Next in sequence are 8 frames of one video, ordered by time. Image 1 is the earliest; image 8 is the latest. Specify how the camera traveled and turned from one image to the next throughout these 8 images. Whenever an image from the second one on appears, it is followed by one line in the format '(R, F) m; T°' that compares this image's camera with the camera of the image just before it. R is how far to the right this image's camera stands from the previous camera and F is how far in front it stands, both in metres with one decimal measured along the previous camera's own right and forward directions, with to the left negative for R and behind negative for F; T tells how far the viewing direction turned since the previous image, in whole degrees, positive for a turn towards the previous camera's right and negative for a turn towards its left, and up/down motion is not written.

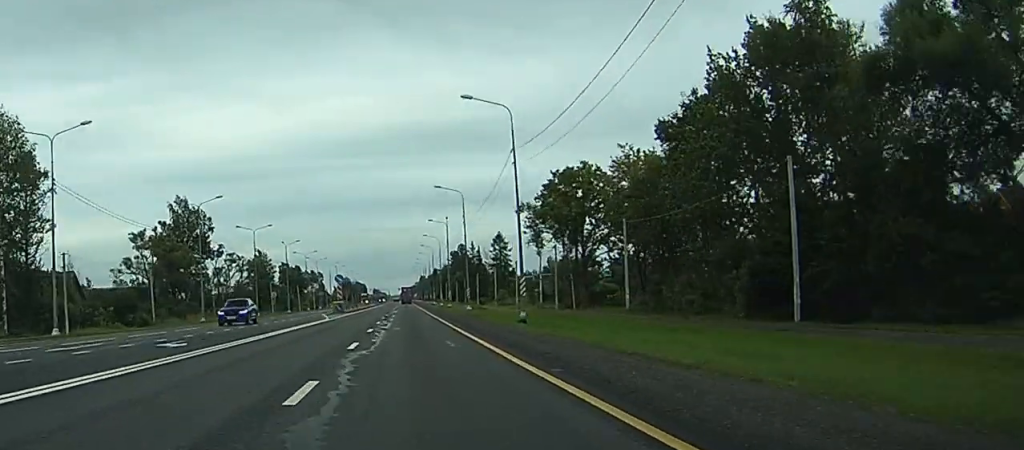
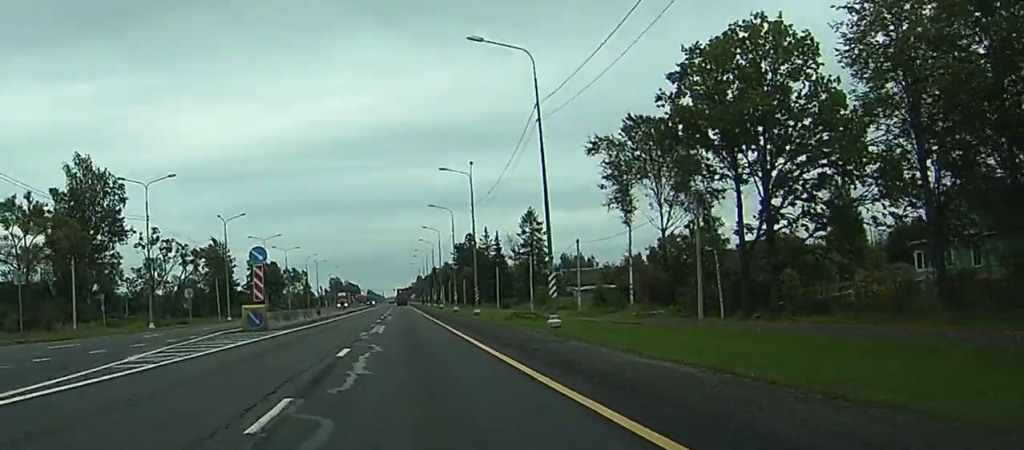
(+0.1, +49.8) m; 0°
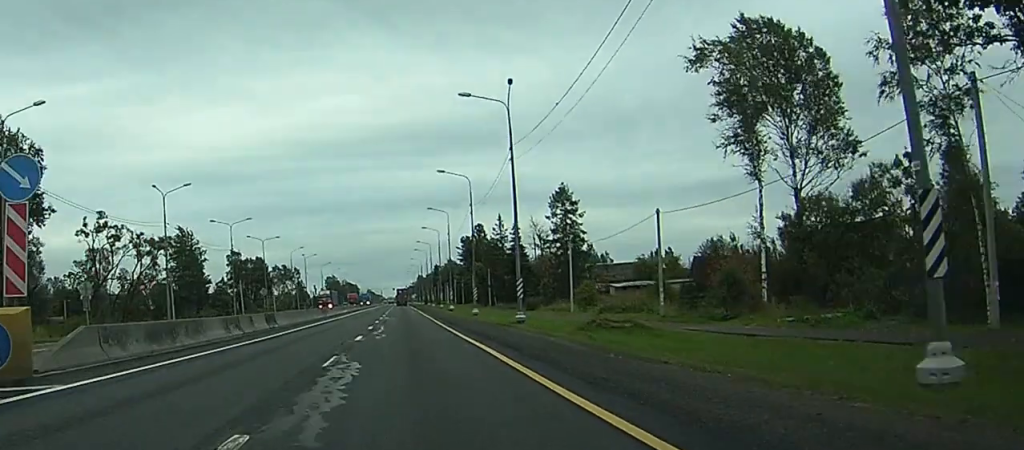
(-0.2, +26.7) m; 0°
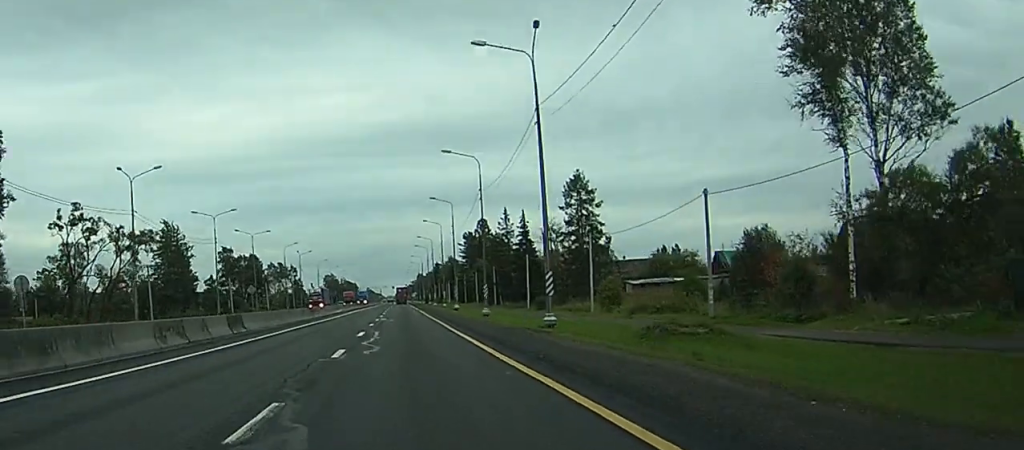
(0.0, +9.4) m; 0°
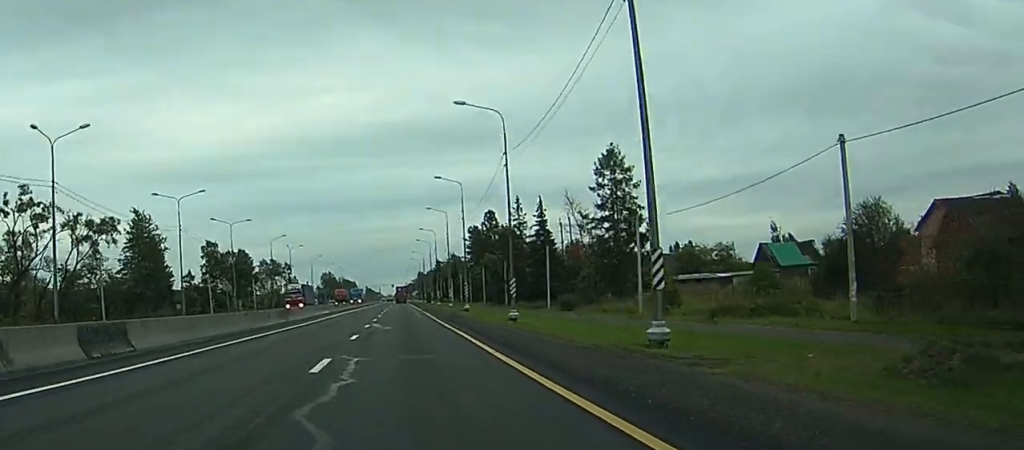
(0.0, +15.9) m; 0°
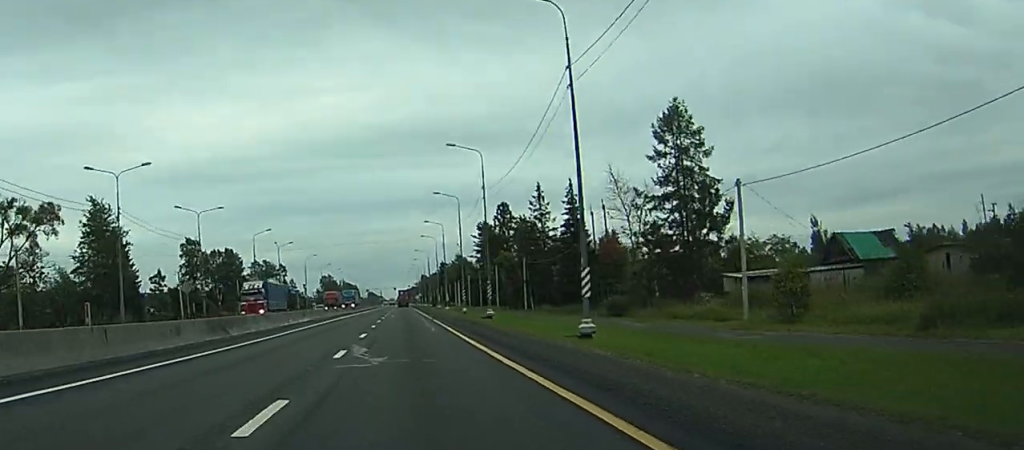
(0.0, +18.8) m; 0°
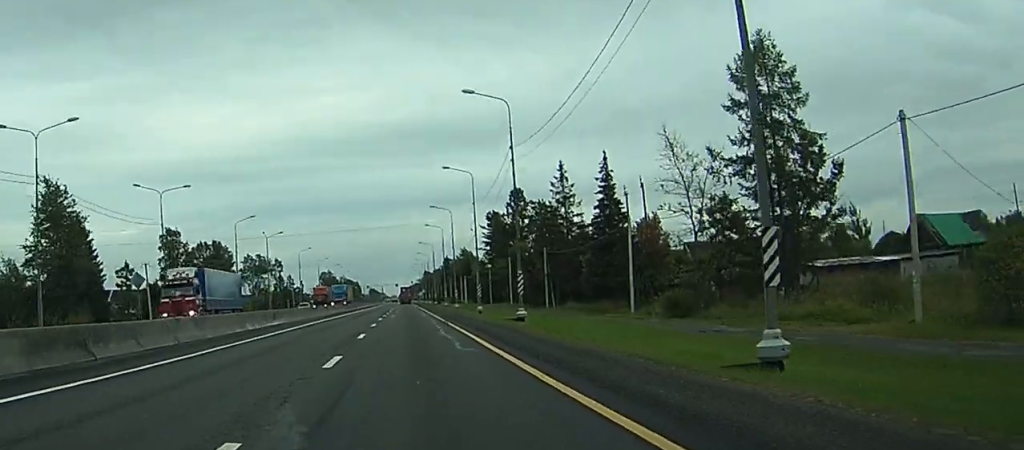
(0.0, +15.2) m; 0°
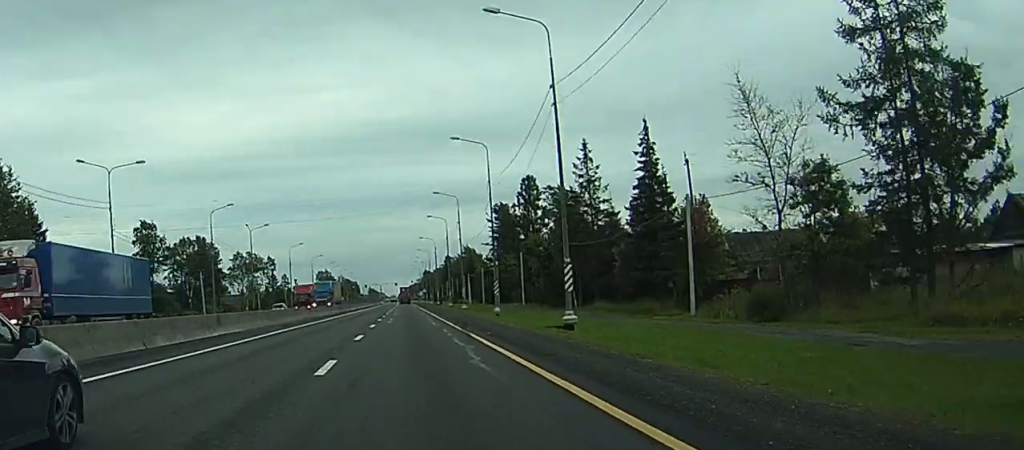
(0.0, +13.7) m; 0°
